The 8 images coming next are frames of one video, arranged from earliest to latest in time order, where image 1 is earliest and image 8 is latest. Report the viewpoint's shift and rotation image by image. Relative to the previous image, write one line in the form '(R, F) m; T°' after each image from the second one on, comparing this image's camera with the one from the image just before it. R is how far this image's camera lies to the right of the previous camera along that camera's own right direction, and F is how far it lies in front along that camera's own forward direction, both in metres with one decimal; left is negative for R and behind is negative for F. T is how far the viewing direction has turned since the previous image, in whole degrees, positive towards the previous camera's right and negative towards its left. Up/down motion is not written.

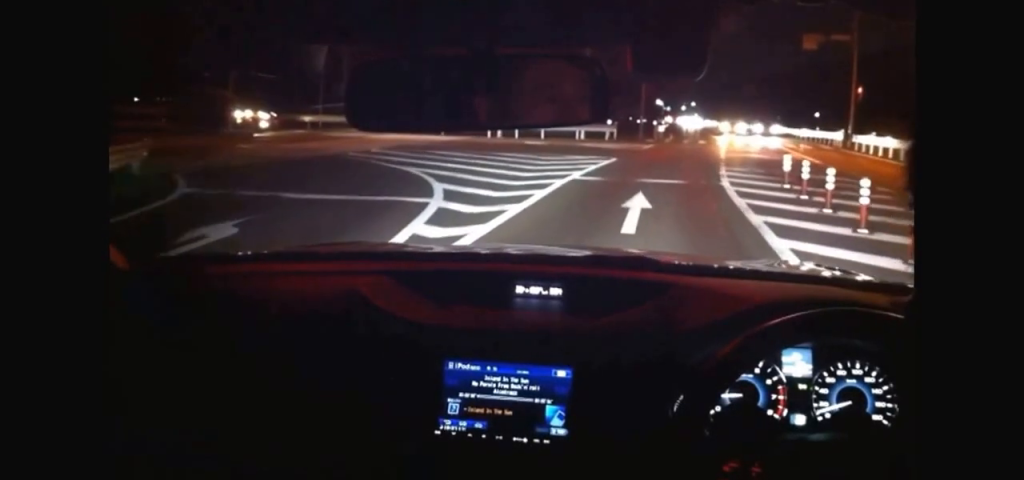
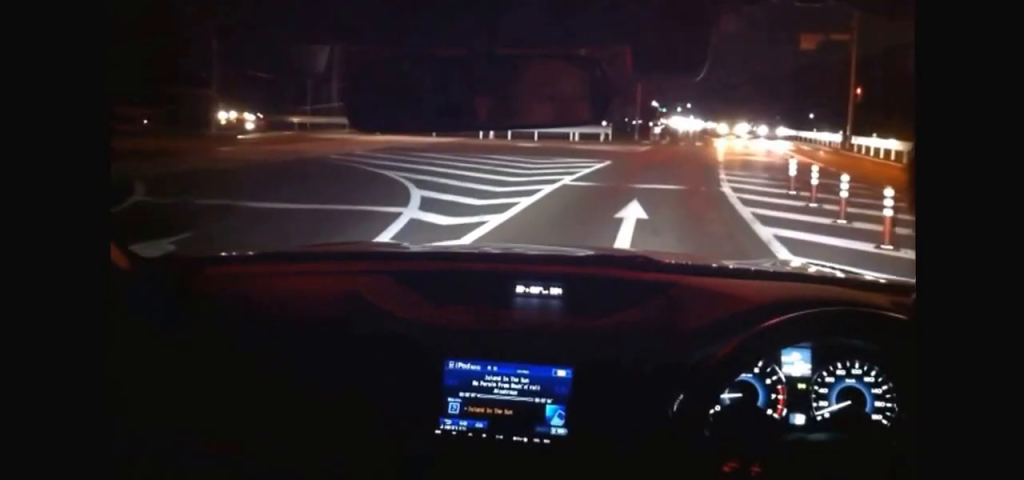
(0.0, +1.5) m; +1°
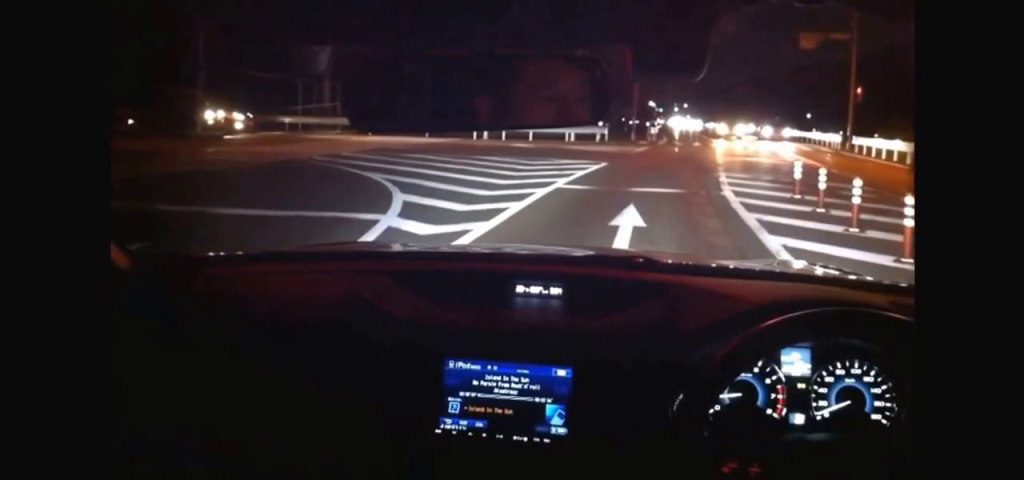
(0.0, +1.1) m; -1°
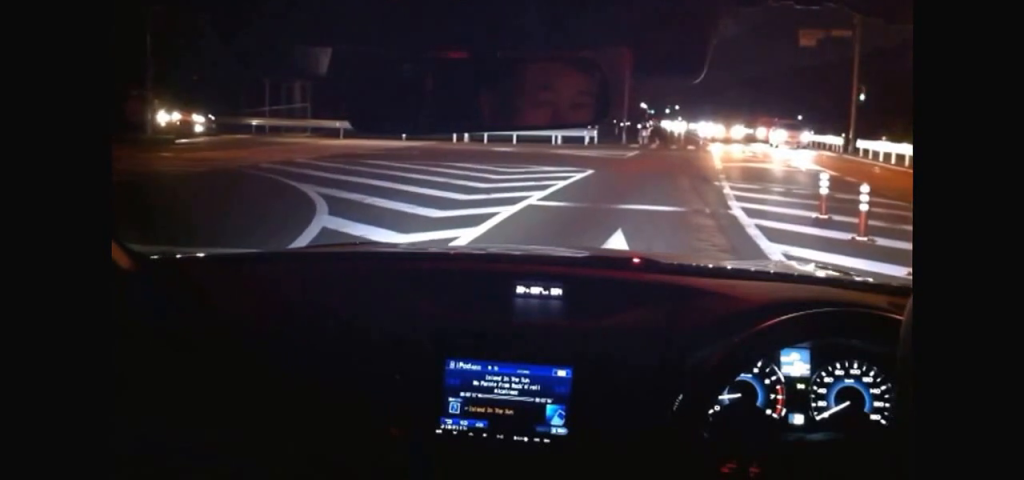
(0.0, +2.8) m; -4°
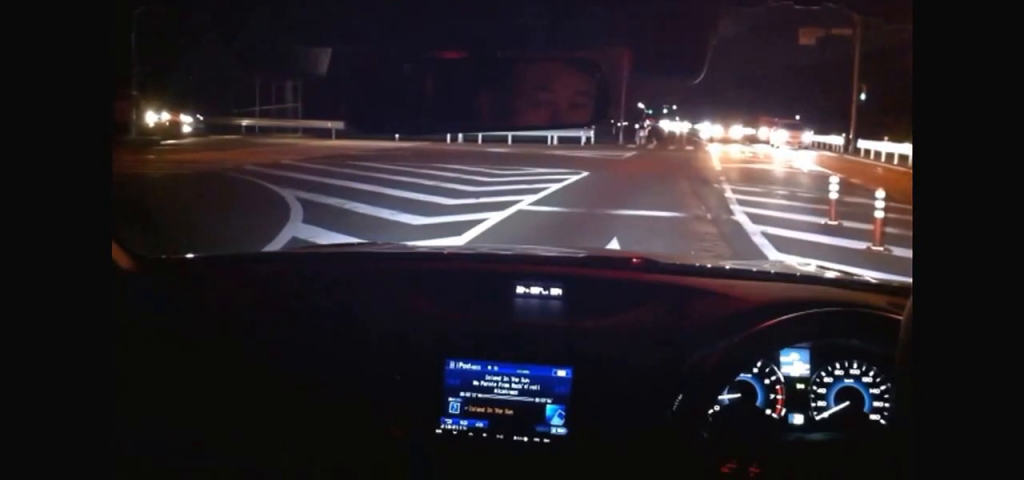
(+0.2, +0.2) m; 0°
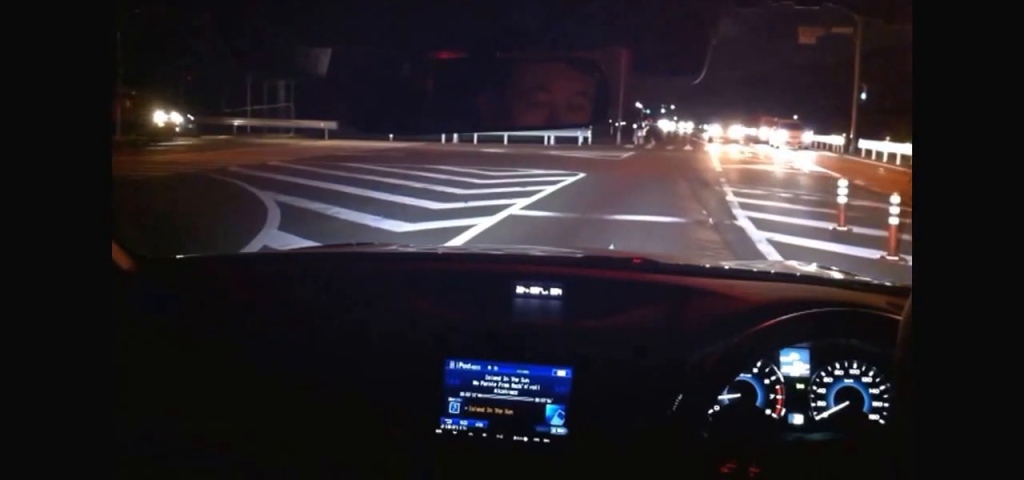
(0.0, 0.0) m; 0°
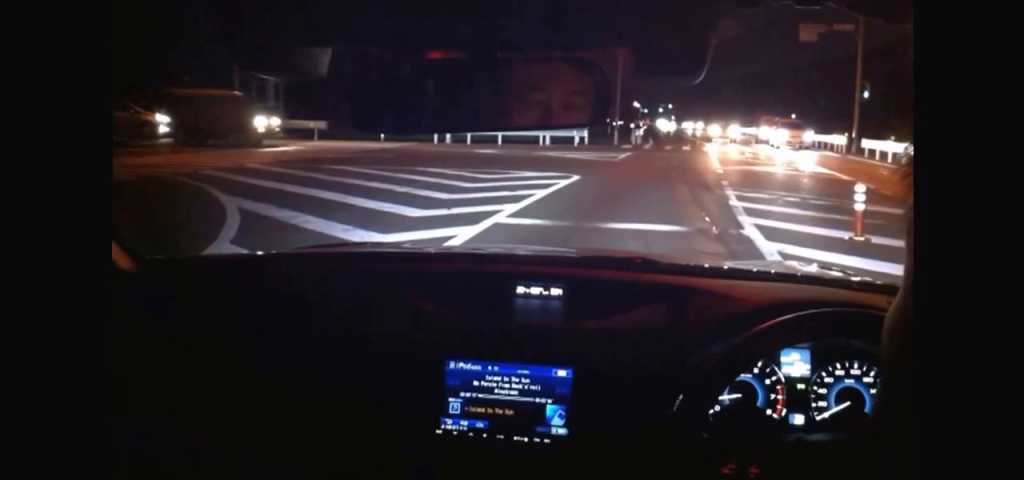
(+0.1, +0.2) m; 0°
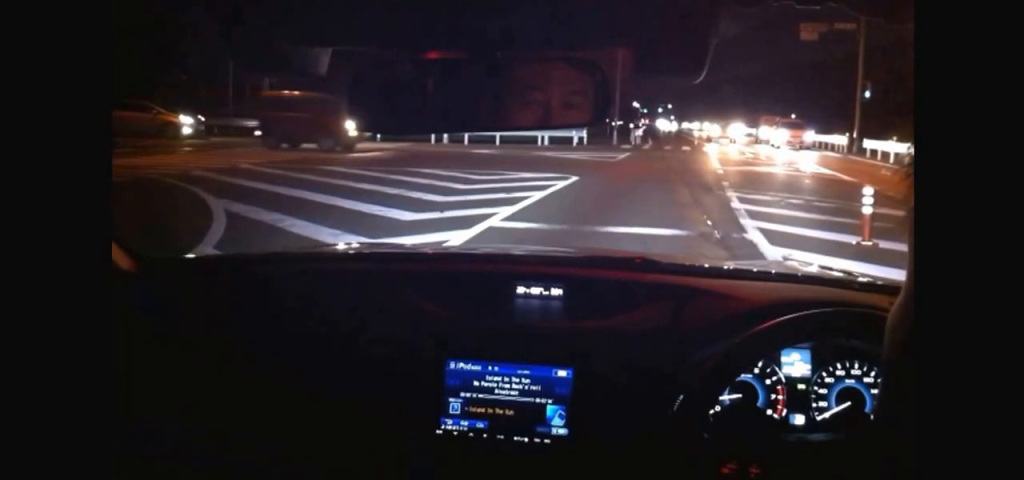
(0.0, 0.0) m; 0°
